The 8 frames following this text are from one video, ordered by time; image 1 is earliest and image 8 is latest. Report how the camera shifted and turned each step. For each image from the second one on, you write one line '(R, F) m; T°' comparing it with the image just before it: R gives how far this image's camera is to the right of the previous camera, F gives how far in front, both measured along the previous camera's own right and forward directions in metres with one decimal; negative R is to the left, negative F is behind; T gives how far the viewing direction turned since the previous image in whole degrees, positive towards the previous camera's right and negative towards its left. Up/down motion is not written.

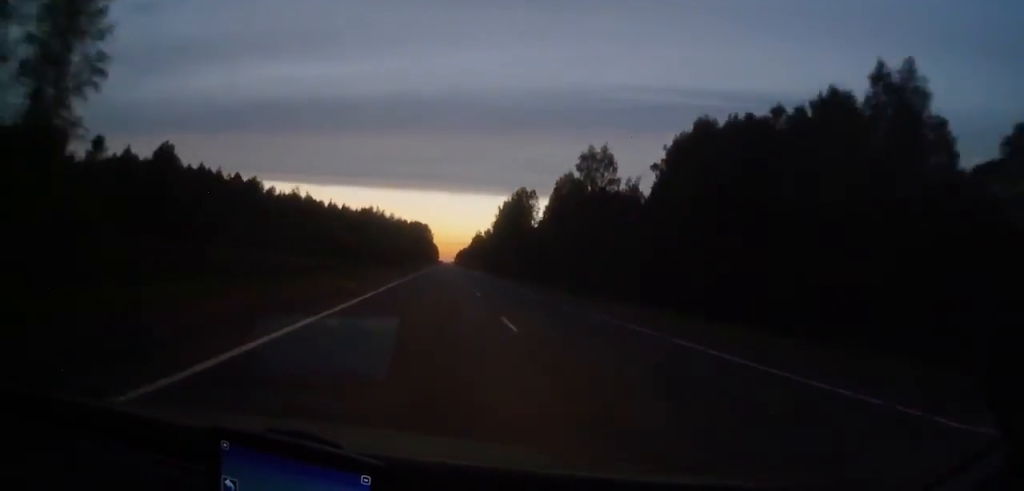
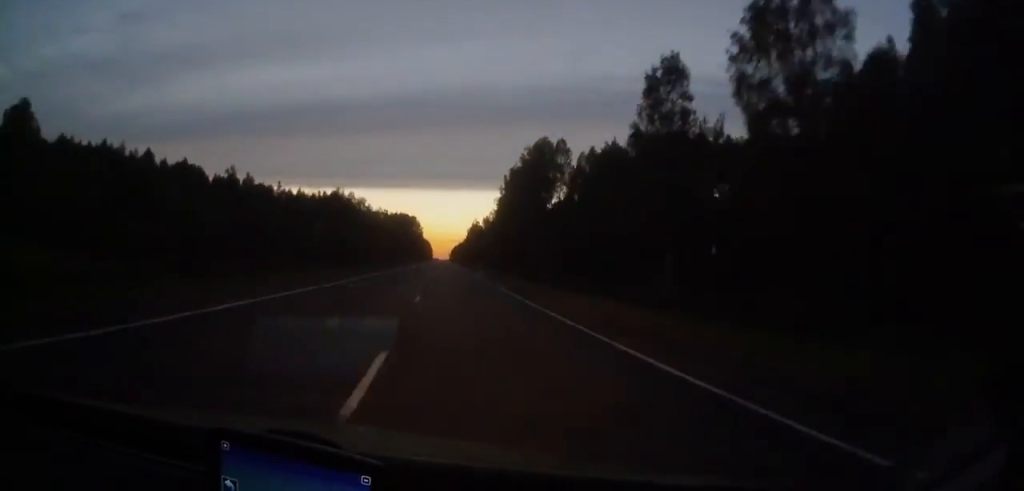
(+0.8, +53.9) m; 0°
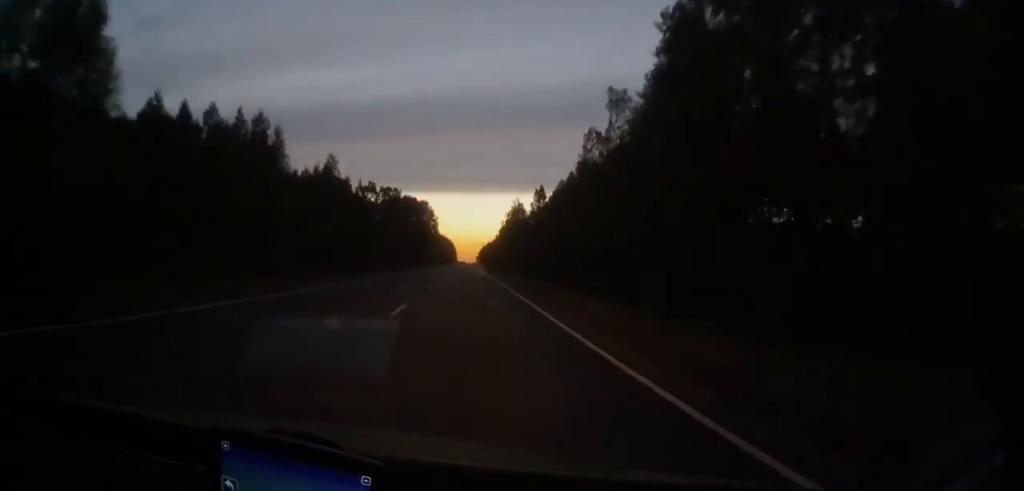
(-0.6, +101.6) m; 0°
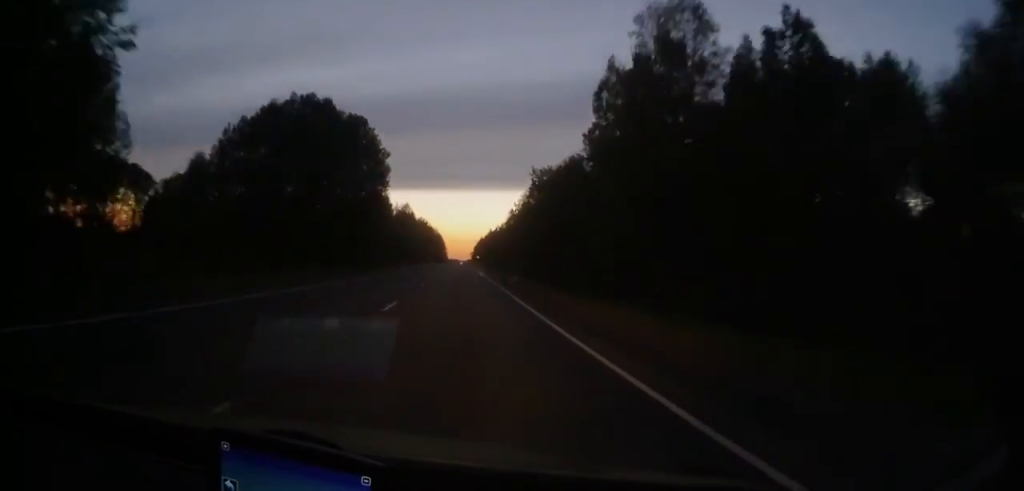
(-0.1, +135.3) m; 0°
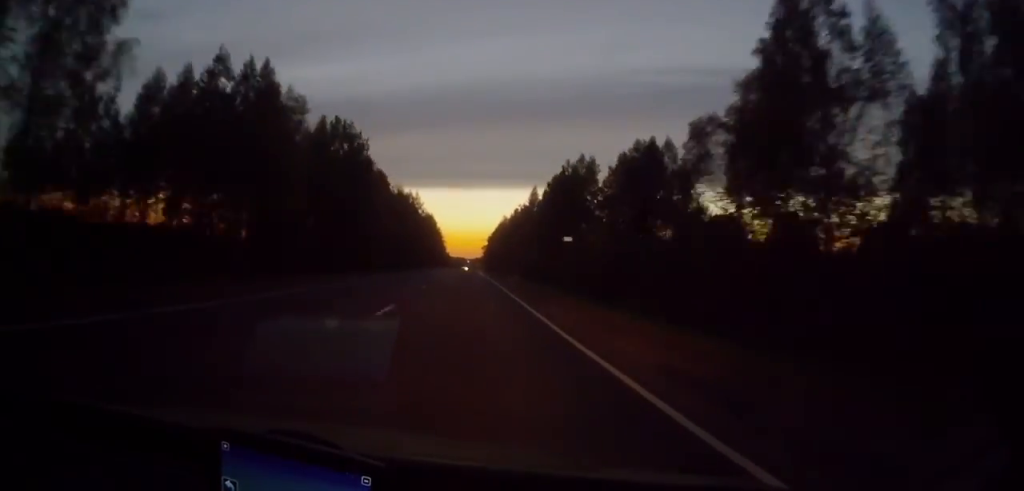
(-0.9, +161.6) m; 0°
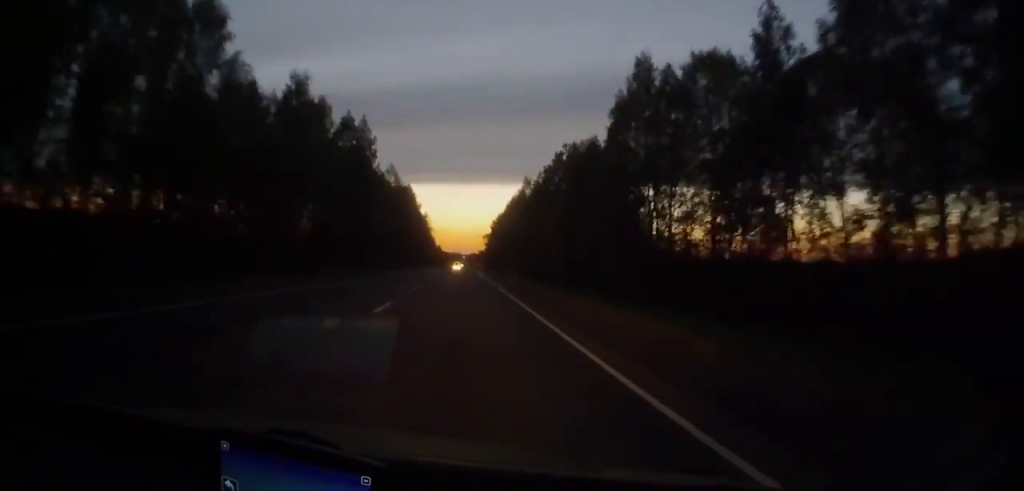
(+0.3, +82.4) m; 0°
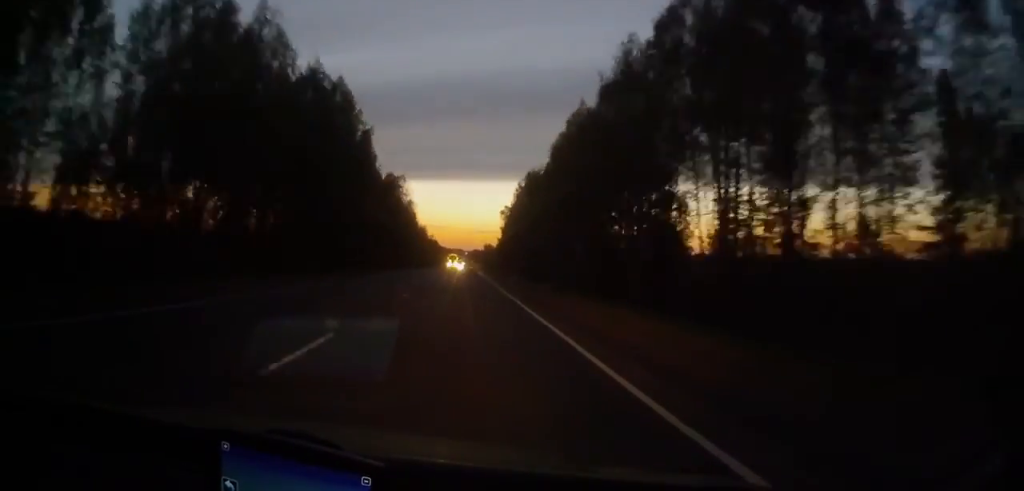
(+0.1, +90.0) m; 0°
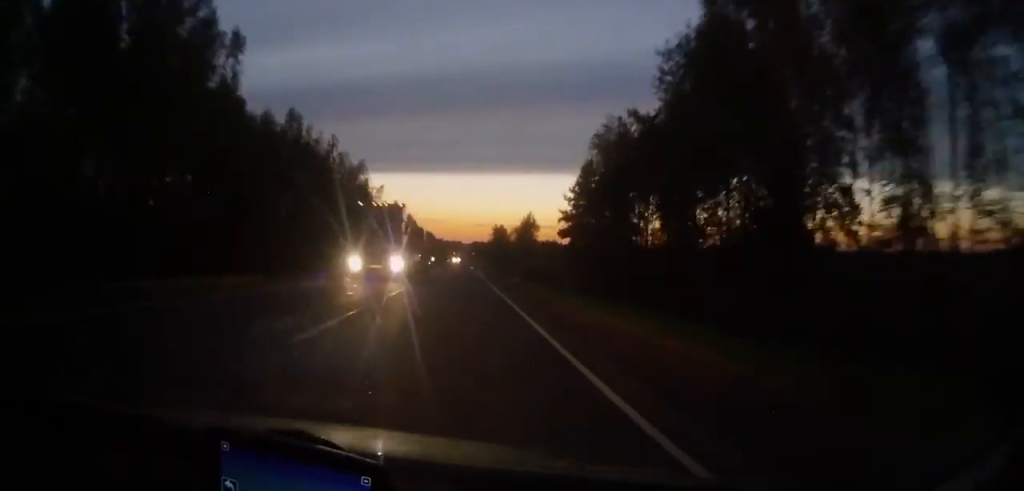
(+0.6, +141.7) m; 0°
